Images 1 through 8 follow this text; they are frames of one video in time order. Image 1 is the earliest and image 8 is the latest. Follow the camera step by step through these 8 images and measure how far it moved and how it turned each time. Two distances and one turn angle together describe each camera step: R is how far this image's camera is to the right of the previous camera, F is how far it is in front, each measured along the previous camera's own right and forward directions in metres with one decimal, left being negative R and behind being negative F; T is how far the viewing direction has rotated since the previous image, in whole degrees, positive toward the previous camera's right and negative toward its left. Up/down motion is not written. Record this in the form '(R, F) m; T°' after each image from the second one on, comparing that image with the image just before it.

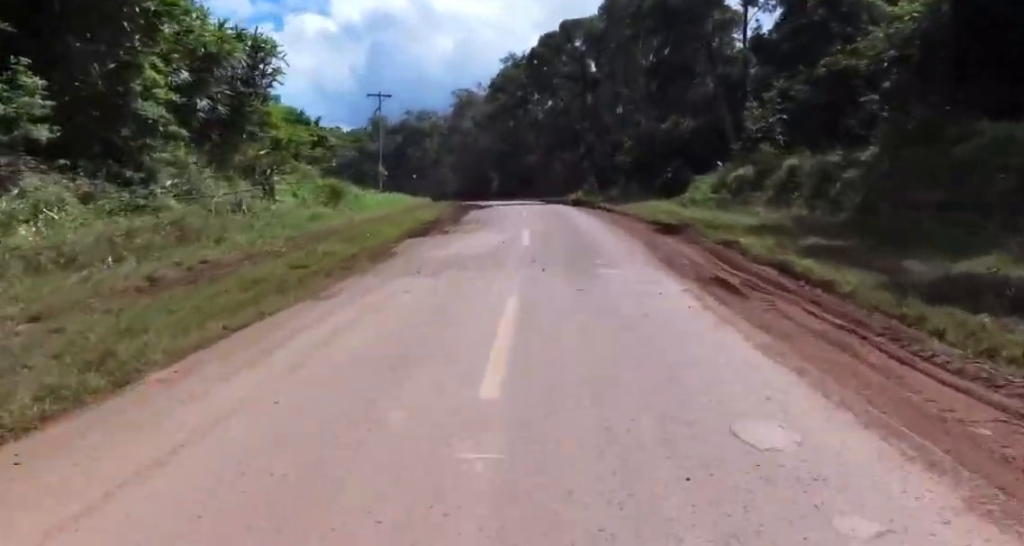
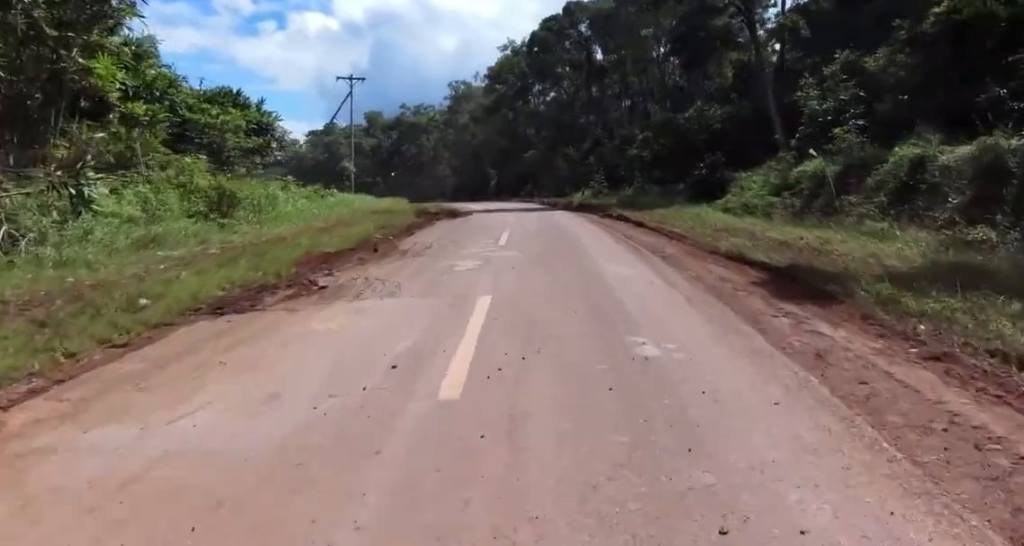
(+0.5, +9.7) m; +2°
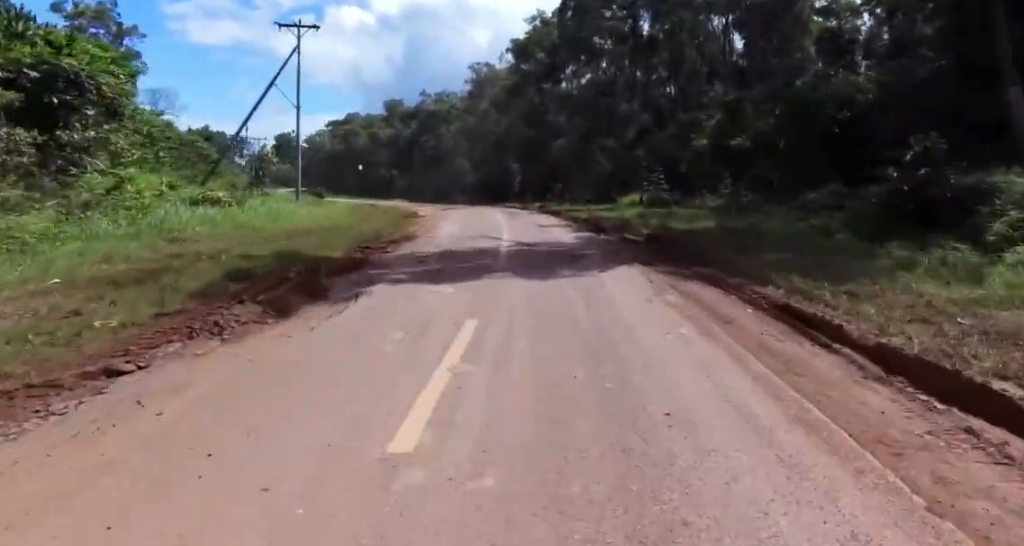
(+0.3, +17.3) m; -1°
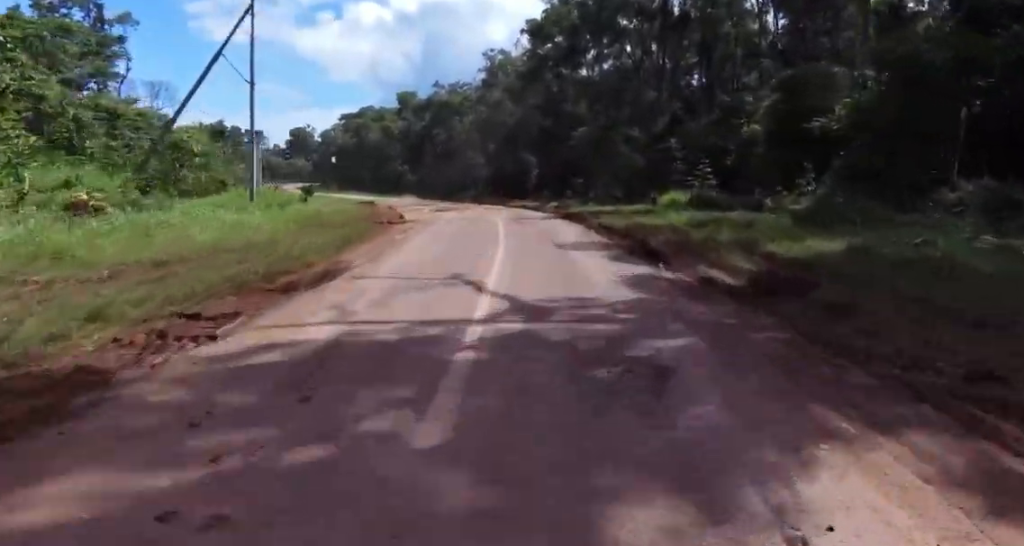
(-0.8, +7.9) m; -7°
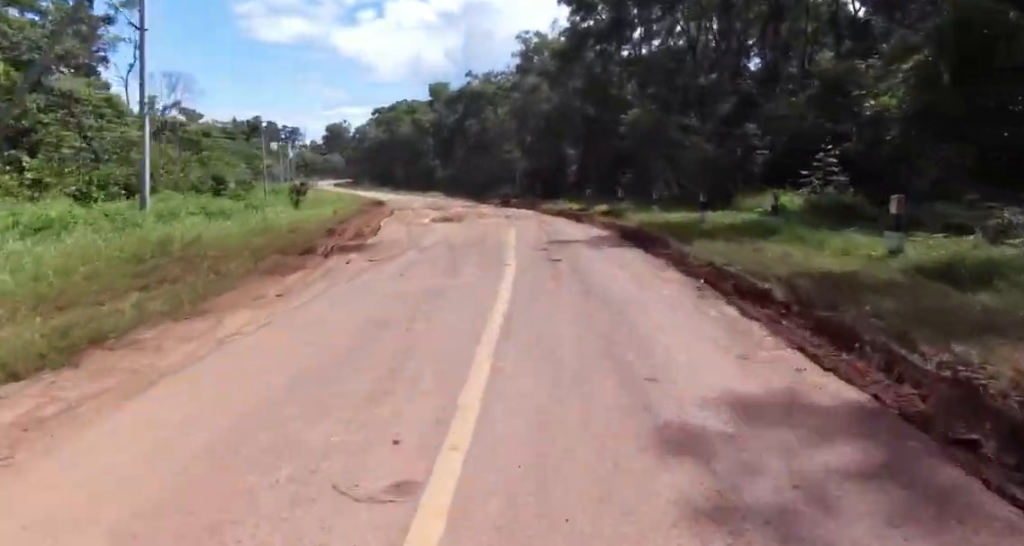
(-0.4, +10.1) m; -3°
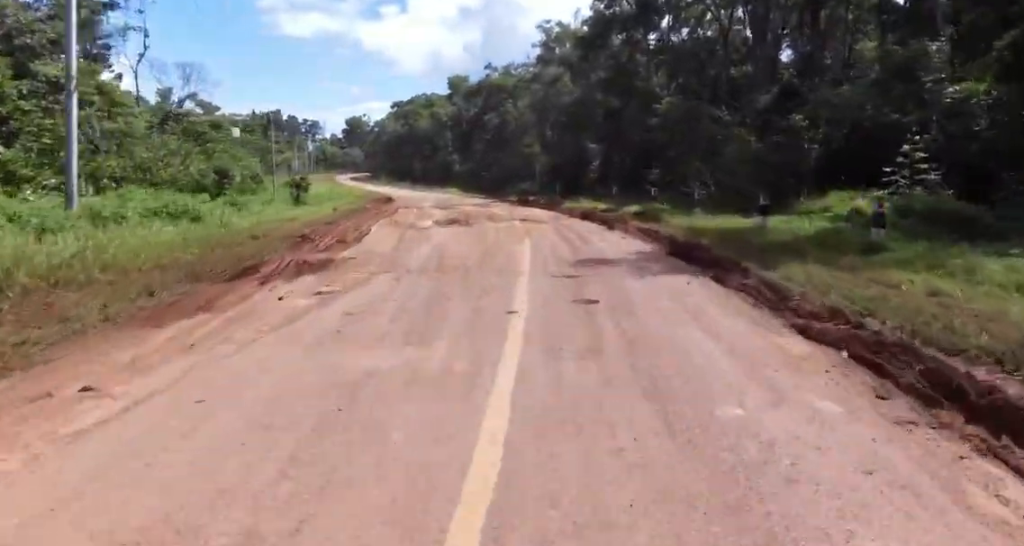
(0.0, +3.7) m; -2°
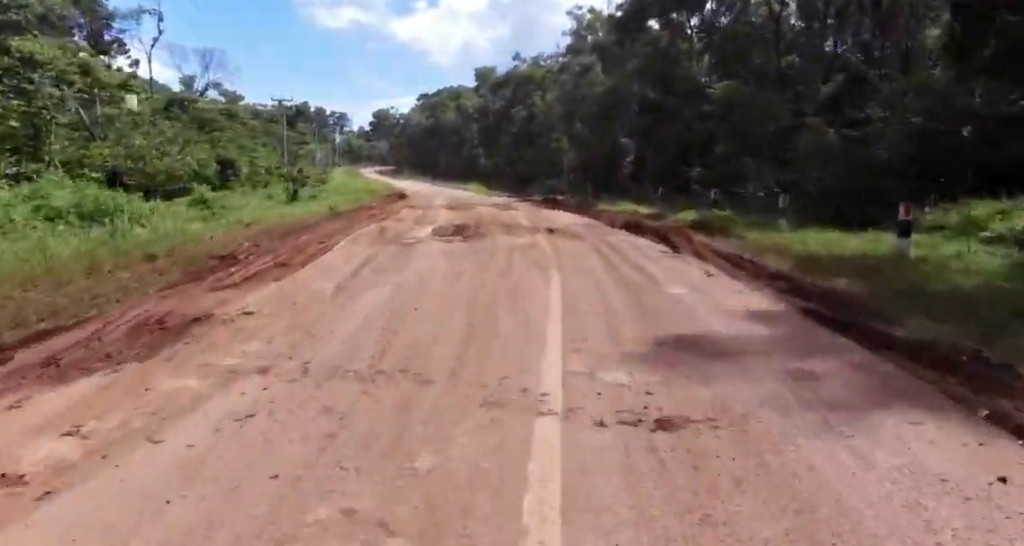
(0.0, +5.4) m; -4°
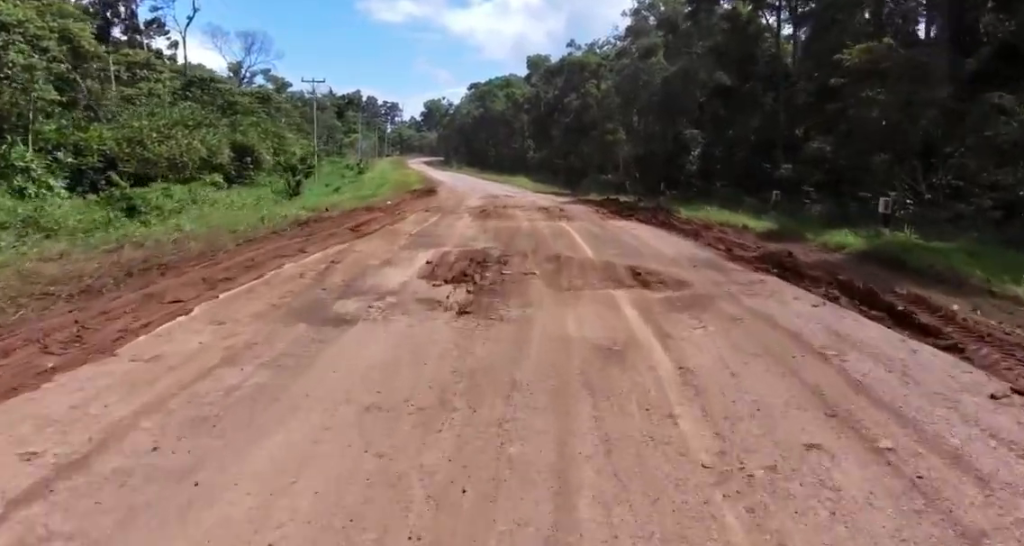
(-0.6, +7.6) m; -11°
